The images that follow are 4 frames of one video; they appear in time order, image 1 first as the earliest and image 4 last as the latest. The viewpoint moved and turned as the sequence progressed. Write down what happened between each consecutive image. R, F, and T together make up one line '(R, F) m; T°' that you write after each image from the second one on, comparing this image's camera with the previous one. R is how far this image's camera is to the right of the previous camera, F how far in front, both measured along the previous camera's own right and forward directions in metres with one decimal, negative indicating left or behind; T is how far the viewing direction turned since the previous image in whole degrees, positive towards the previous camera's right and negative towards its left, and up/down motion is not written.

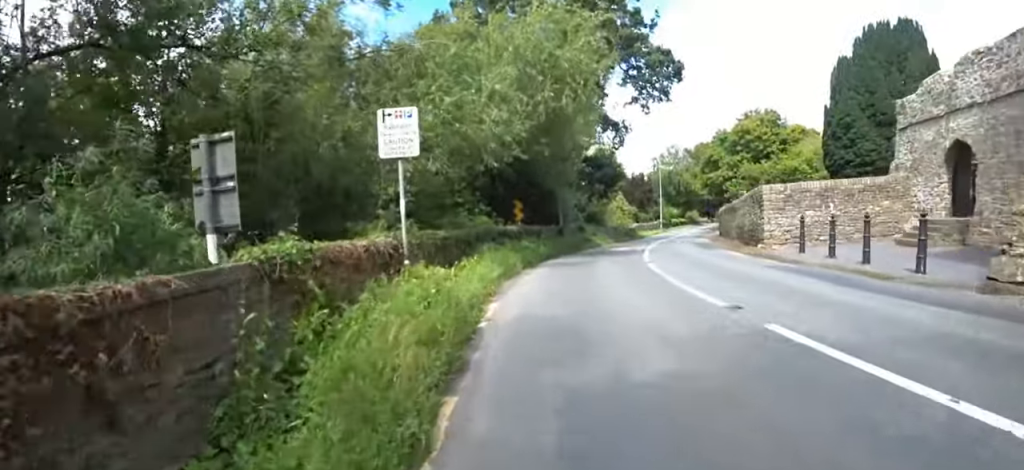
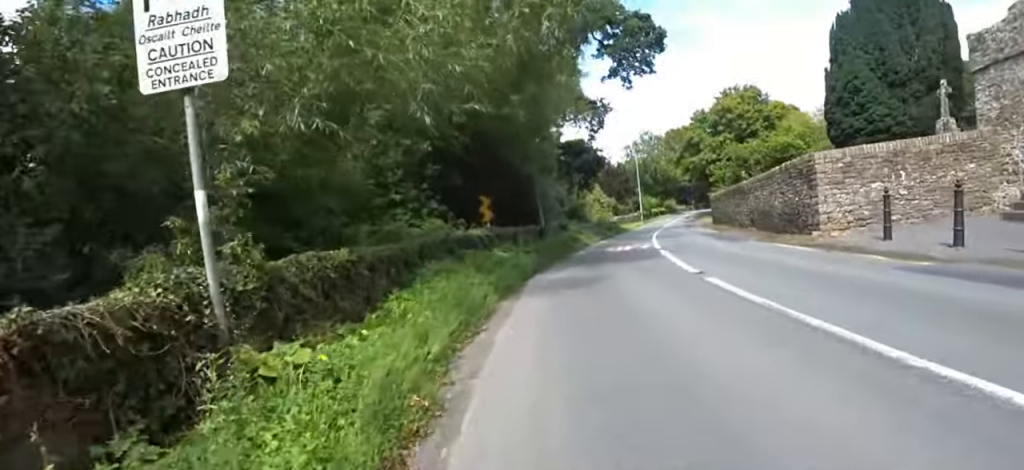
(+0.3, +4.9) m; +6°
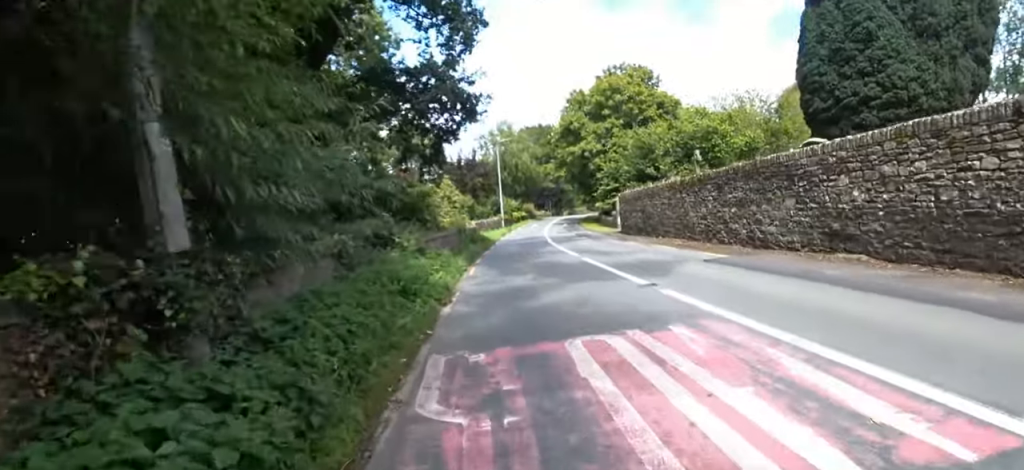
(+1.5, +14.4) m; +11°
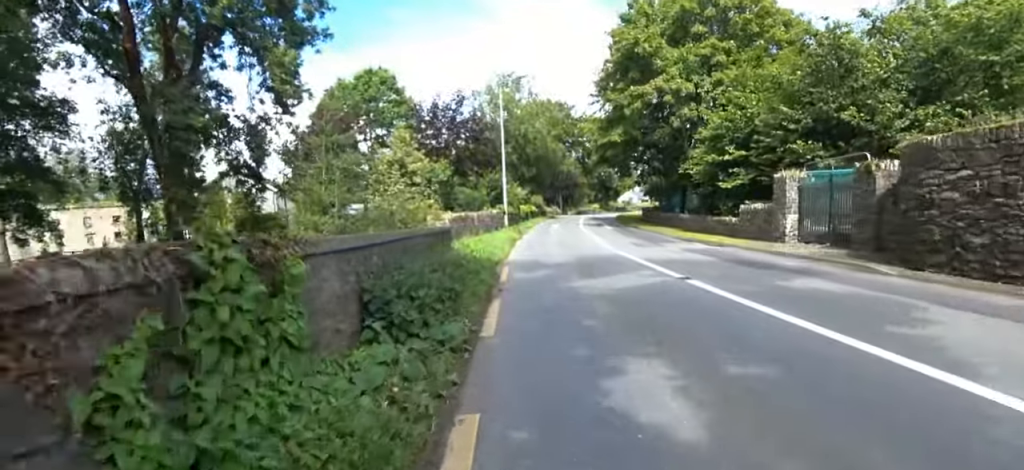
(+1.3, +18.8) m; +3°
